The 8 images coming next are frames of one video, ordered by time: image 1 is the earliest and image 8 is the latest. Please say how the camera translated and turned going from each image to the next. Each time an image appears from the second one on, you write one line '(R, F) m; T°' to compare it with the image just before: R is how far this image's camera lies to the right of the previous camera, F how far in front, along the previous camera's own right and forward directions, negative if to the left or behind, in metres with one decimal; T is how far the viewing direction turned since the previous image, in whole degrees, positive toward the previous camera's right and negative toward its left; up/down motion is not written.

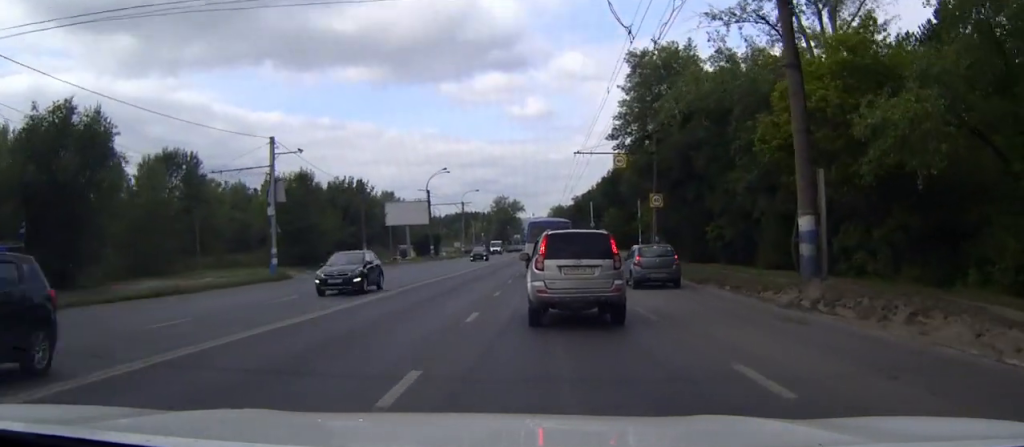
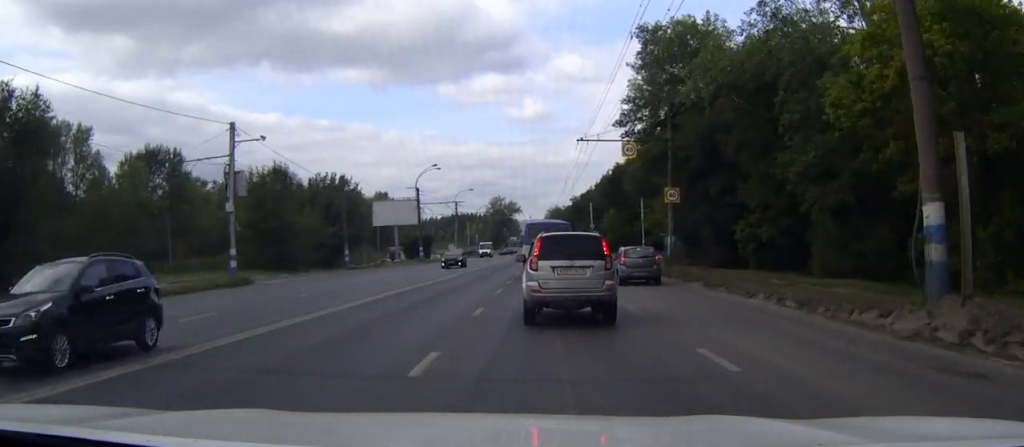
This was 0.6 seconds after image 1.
(0.0, +6.1) m; 0°
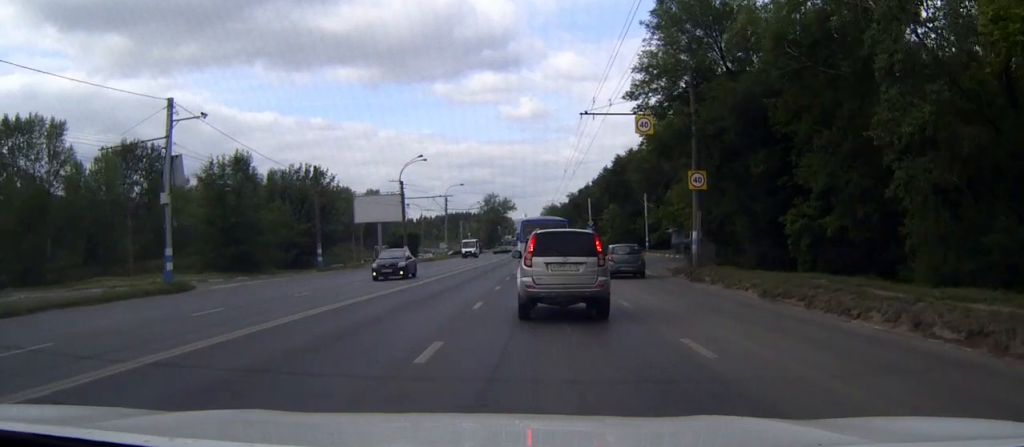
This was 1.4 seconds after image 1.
(0.0, +7.3) m; 0°
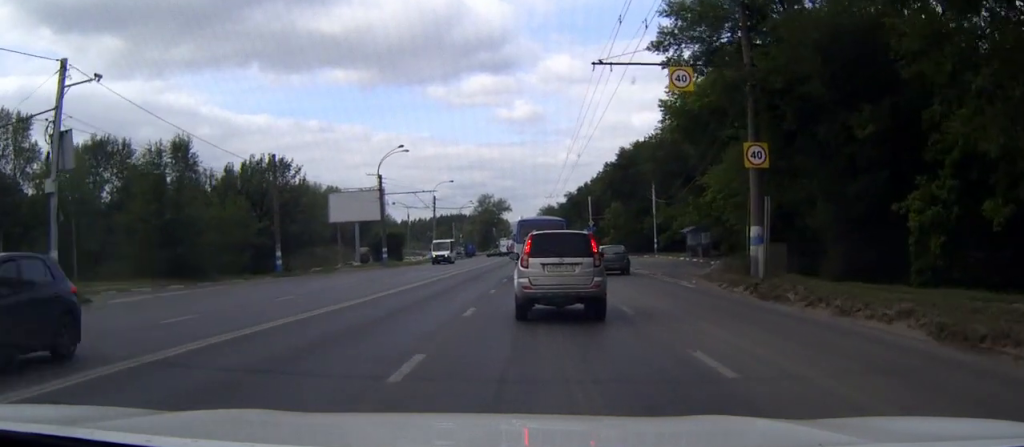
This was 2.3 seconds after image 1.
(0.0, +9.5) m; 0°
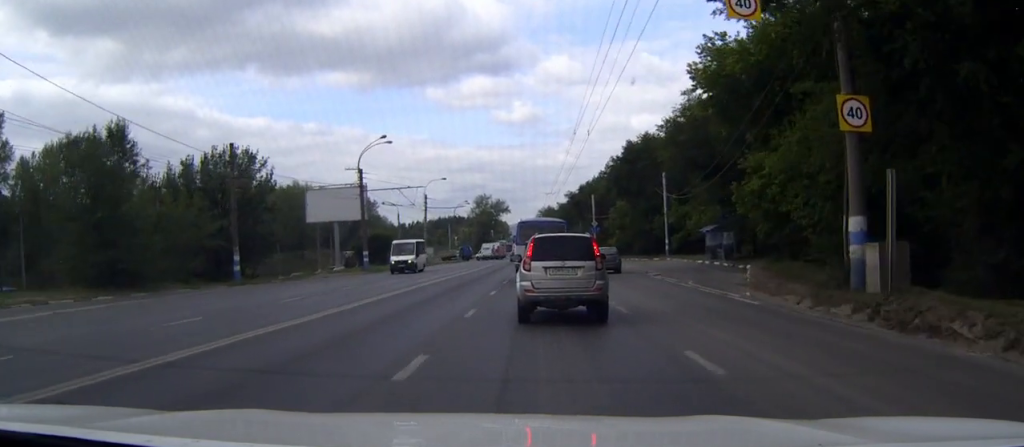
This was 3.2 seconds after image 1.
(0.0, +7.9) m; 0°
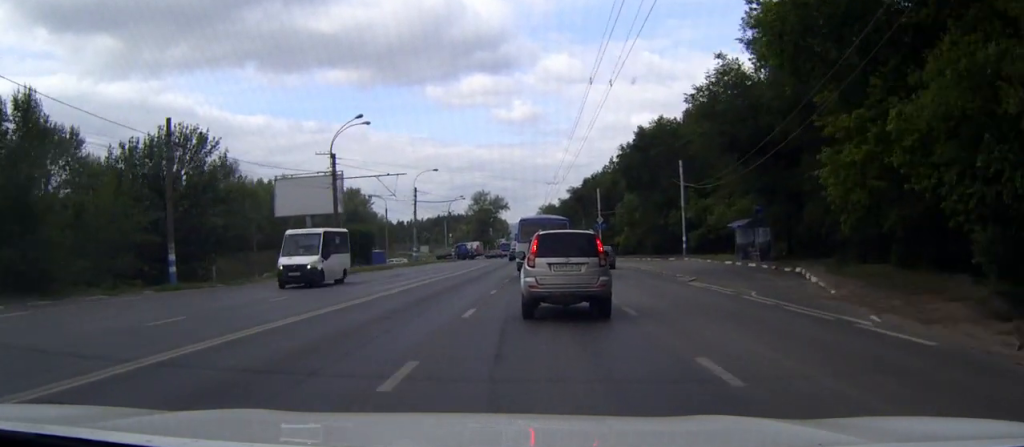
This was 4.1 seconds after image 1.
(0.0, +9.0) m; 0°
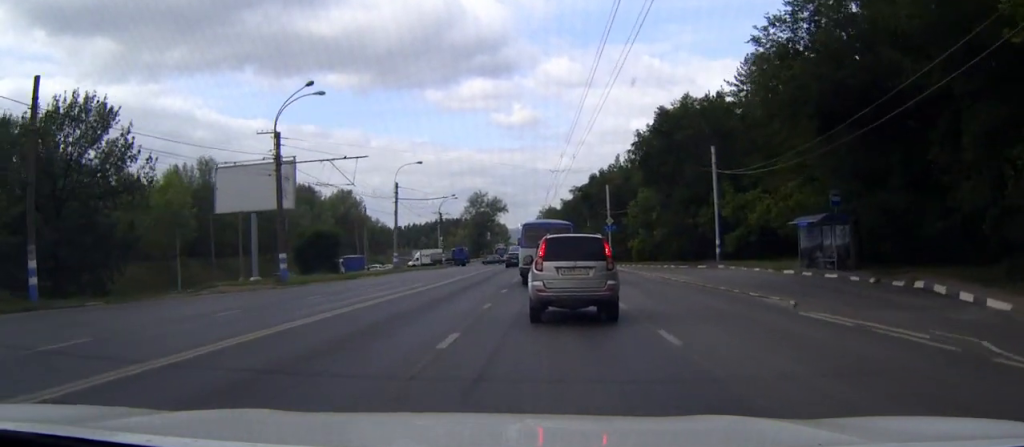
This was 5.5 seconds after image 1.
(0.0, +12.3) m; +1°
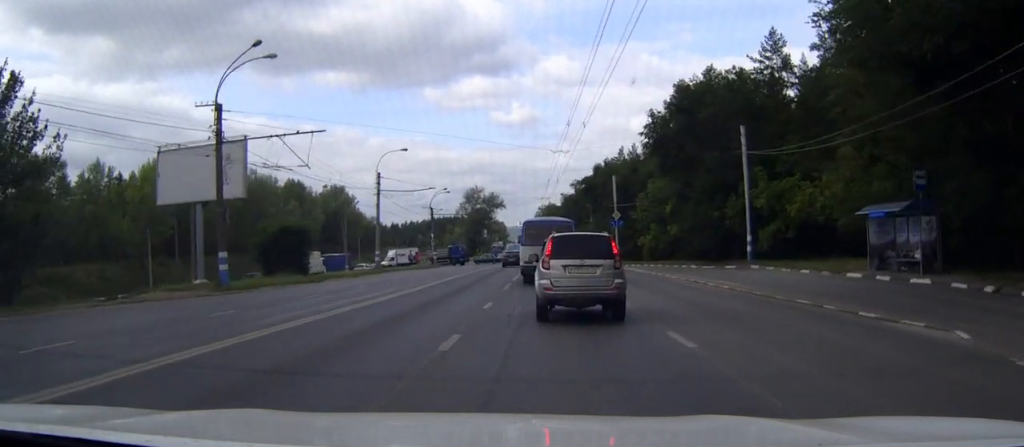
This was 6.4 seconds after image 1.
(+0.1, +8.3) m; +1°
